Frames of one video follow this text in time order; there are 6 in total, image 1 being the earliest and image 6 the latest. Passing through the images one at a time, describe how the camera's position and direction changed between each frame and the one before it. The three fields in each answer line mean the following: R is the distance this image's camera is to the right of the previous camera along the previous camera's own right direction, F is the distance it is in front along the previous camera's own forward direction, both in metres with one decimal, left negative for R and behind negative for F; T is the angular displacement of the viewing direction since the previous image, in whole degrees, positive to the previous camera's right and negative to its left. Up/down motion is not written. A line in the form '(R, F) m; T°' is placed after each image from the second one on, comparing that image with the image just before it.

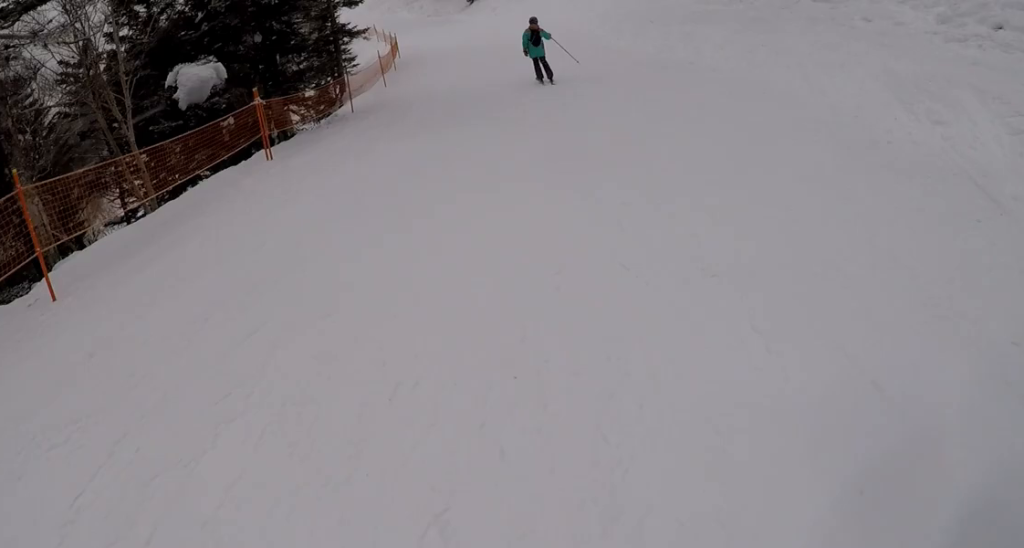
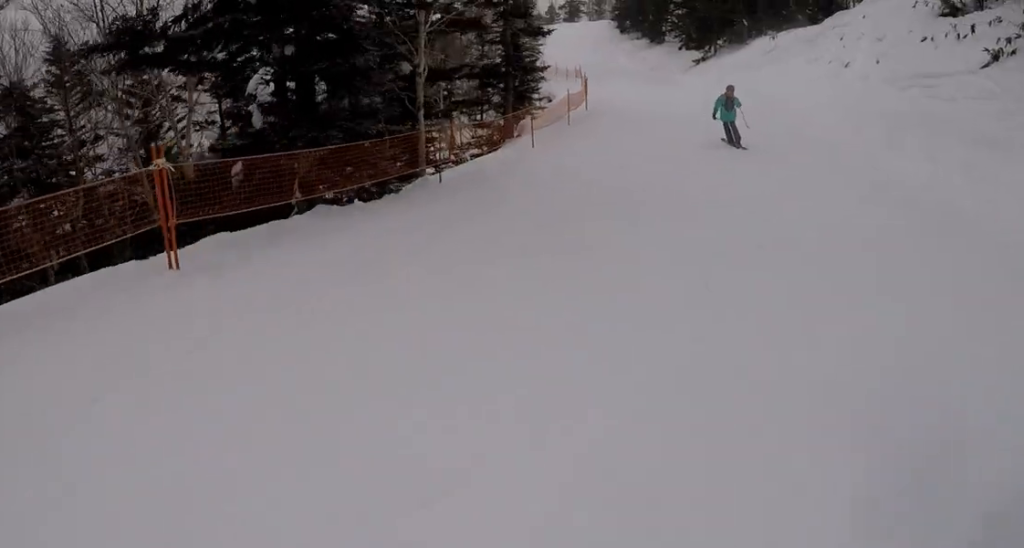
(-0.6, +5.8) m; -8°
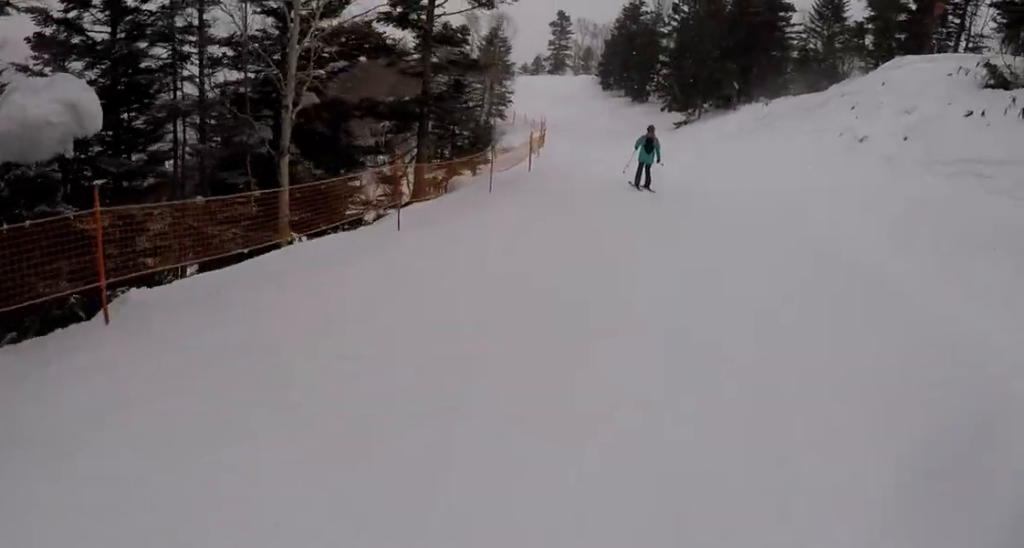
(-0.3, +6.1) m; 0°
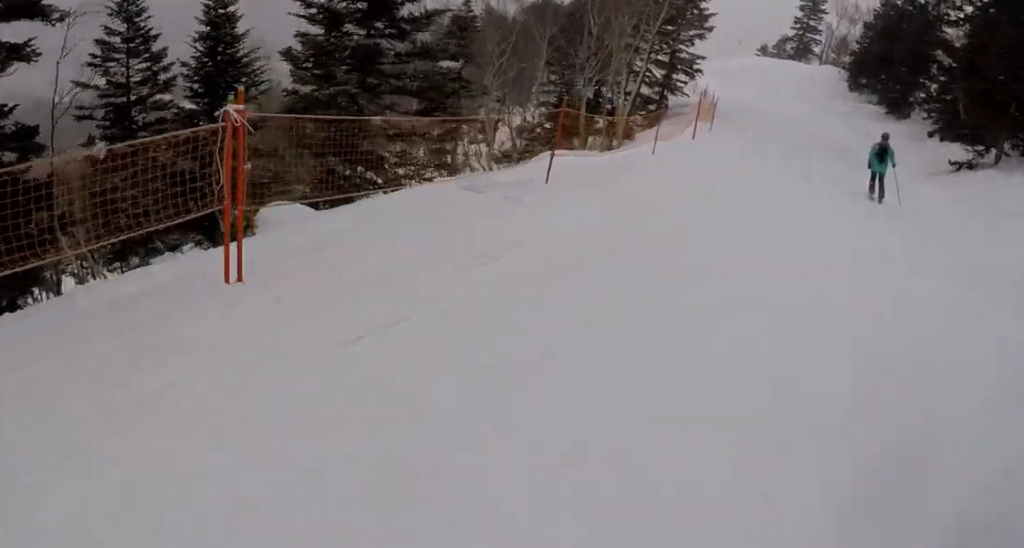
(0.0, +16.6) m; -8°
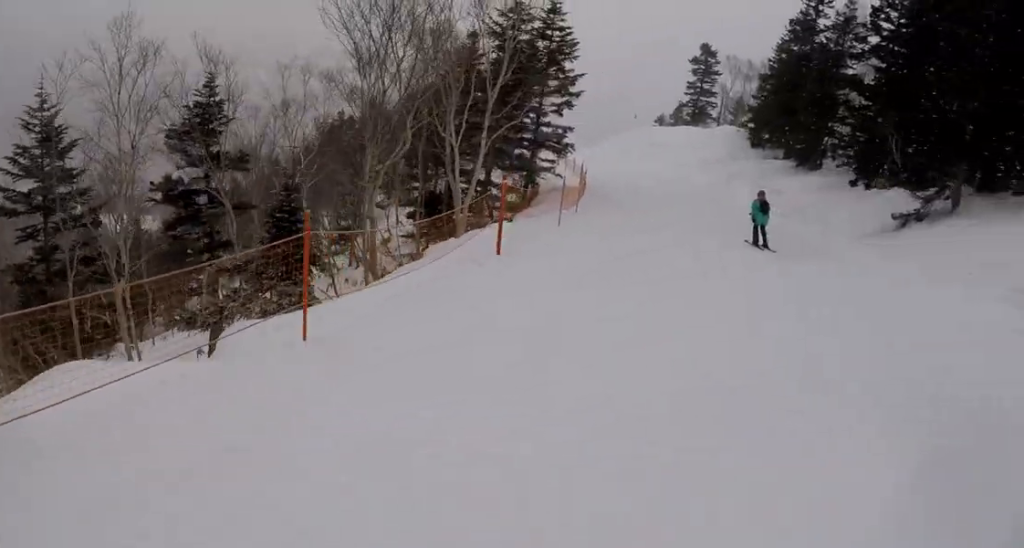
(-1.0, +8.5) m; -7°
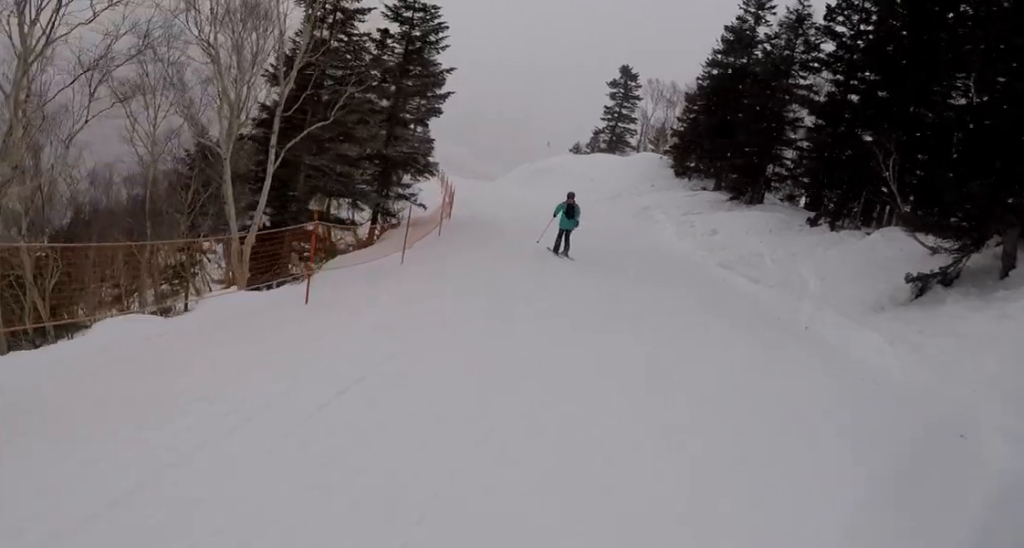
(-0.1, +7.9) m; +5°
